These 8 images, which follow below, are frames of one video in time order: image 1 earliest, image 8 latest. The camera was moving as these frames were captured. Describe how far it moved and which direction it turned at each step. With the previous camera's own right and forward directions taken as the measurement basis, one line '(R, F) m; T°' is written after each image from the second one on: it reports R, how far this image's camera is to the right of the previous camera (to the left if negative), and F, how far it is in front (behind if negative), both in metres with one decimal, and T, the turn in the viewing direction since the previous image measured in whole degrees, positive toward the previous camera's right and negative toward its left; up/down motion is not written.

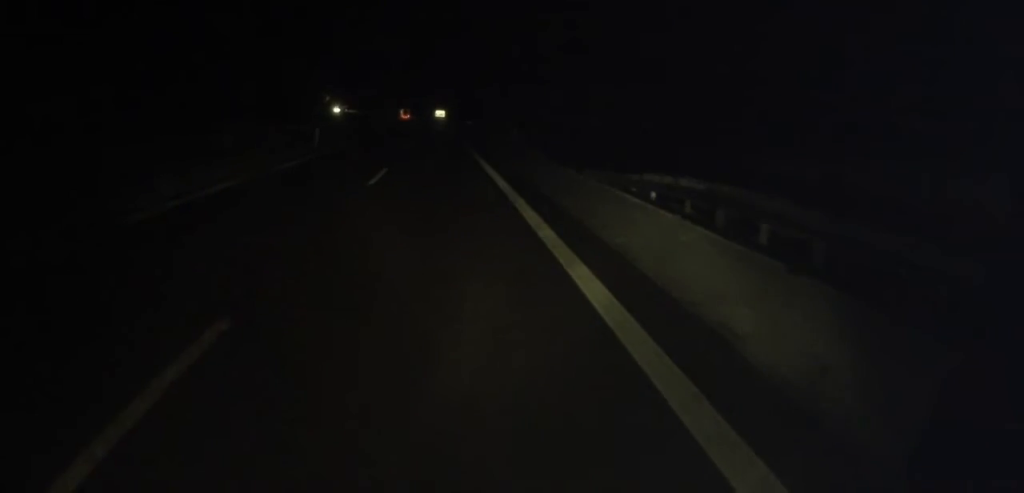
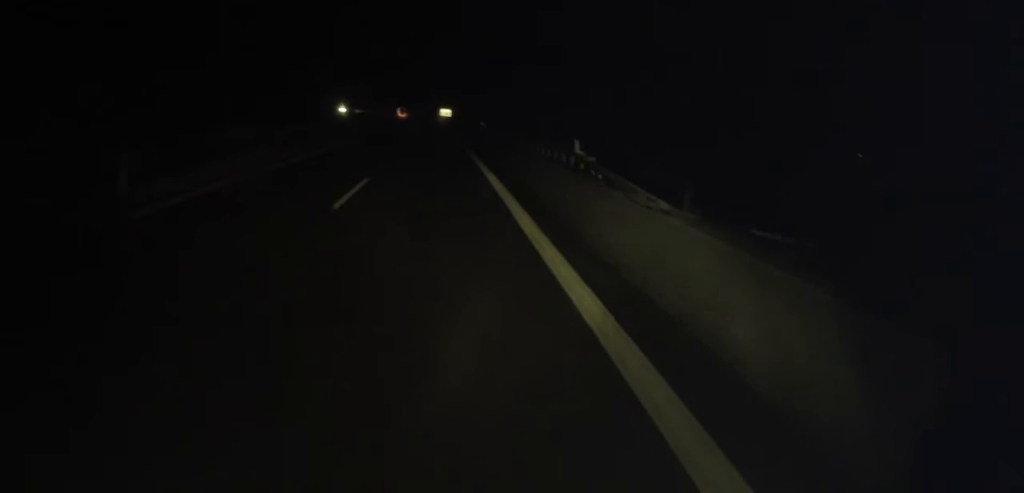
(-0.3, +22.9) m; 0°
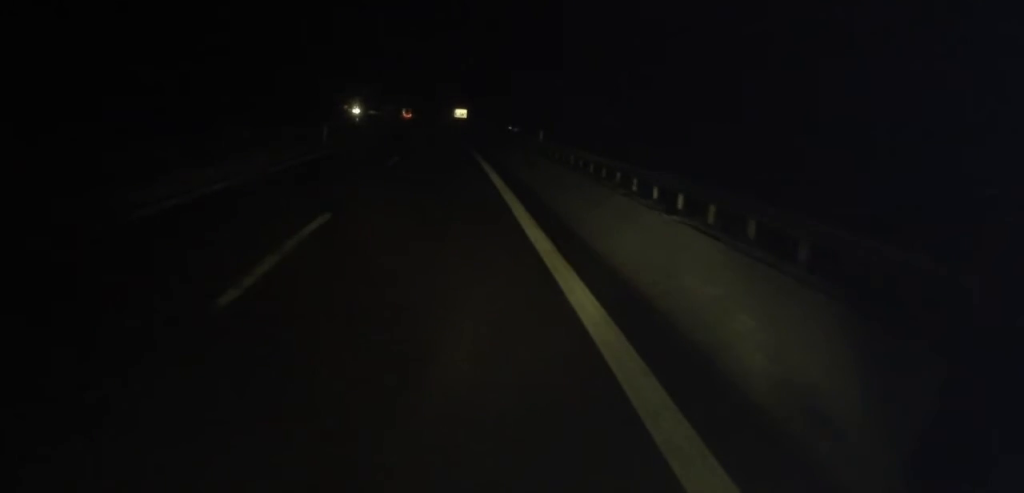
(-0.1, +25.1) m; -1°
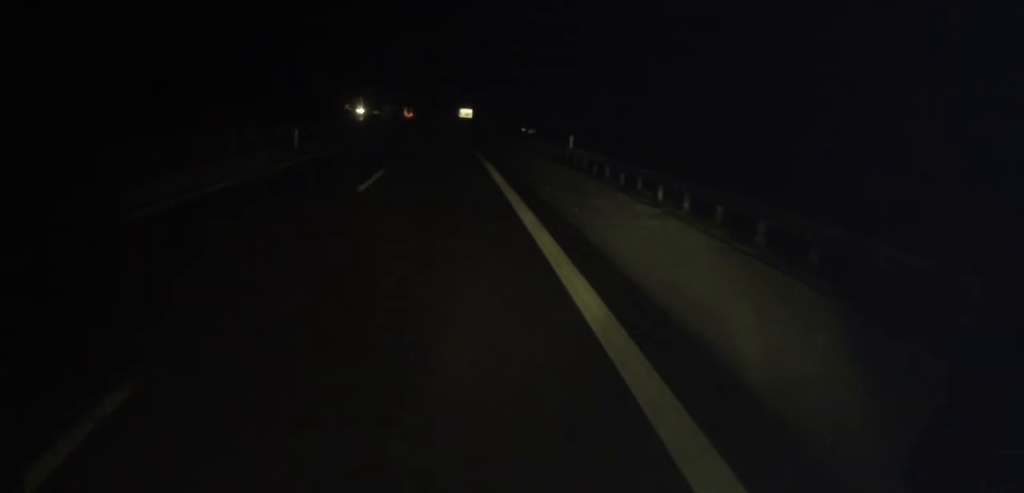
(0.0, +8.3) m; -1°
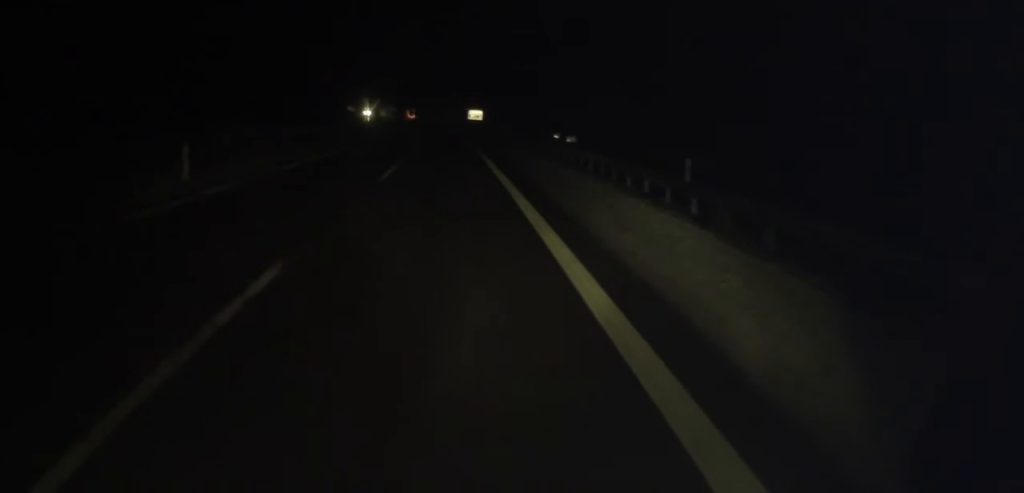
(0.0, +14.2) m; -2°
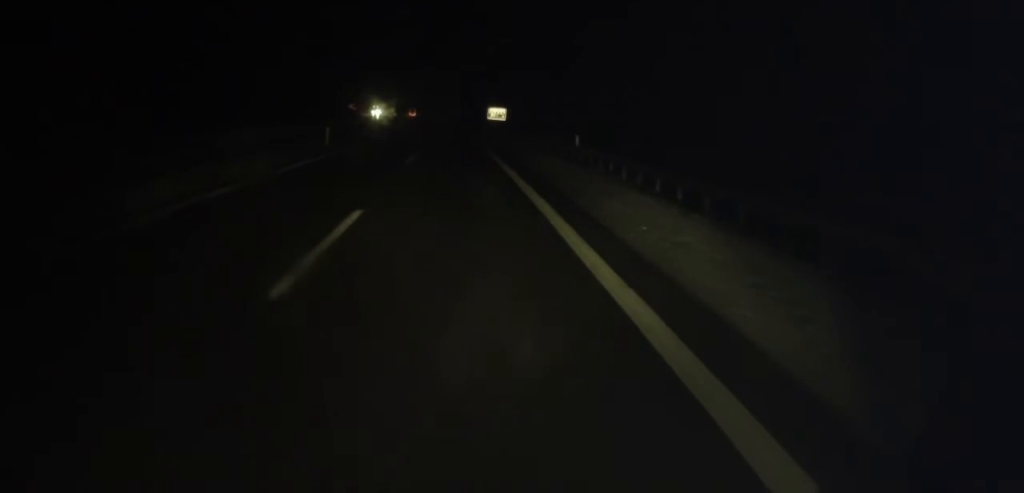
(-1.1, +32.3) m; -2°
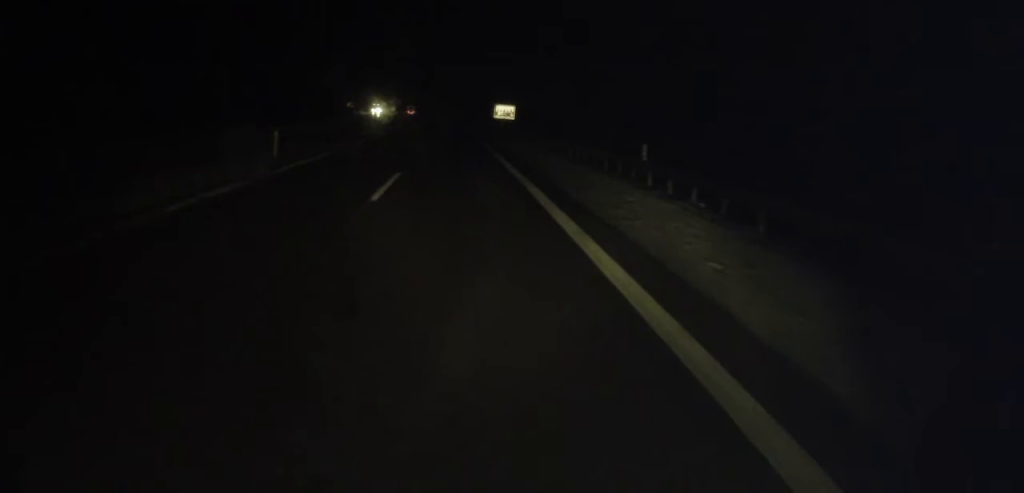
(0.0, +11.0) m; 0°
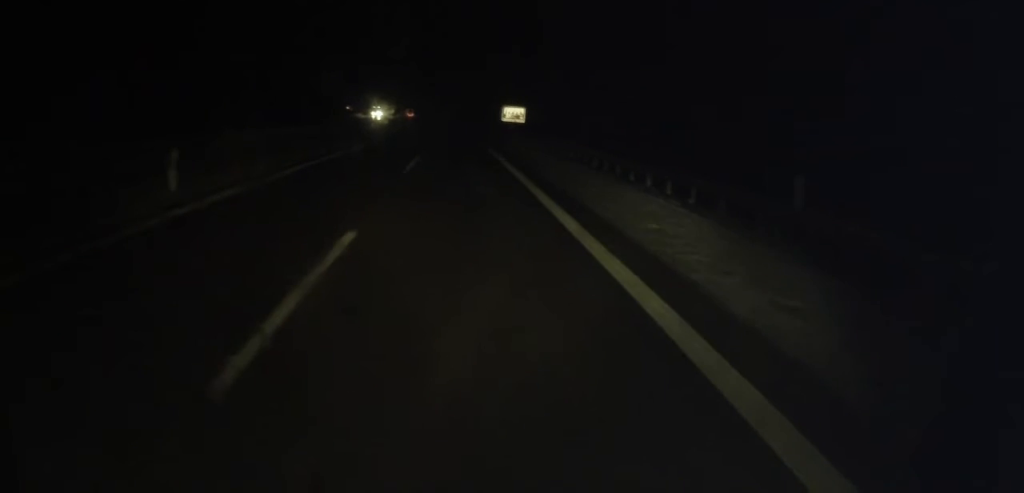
(0.0, +9.9) m; 0°
